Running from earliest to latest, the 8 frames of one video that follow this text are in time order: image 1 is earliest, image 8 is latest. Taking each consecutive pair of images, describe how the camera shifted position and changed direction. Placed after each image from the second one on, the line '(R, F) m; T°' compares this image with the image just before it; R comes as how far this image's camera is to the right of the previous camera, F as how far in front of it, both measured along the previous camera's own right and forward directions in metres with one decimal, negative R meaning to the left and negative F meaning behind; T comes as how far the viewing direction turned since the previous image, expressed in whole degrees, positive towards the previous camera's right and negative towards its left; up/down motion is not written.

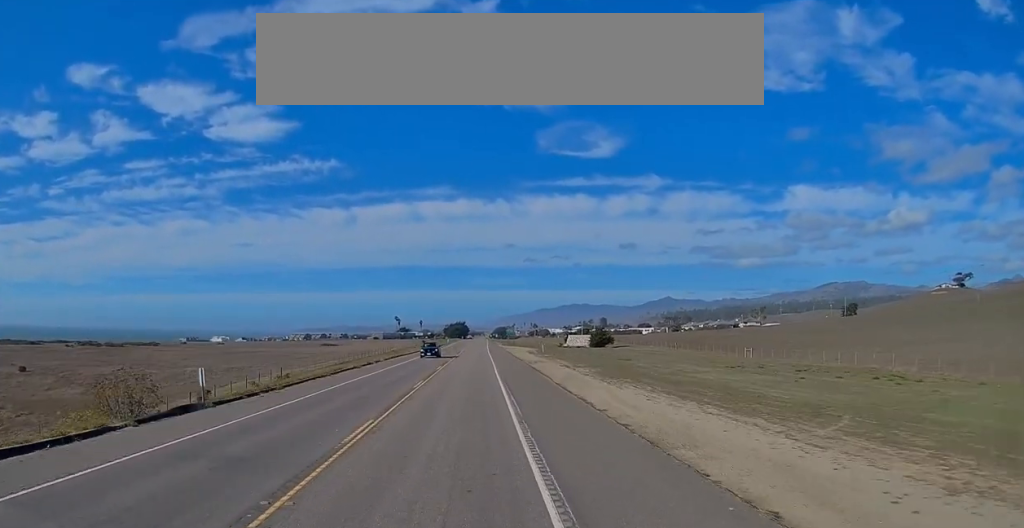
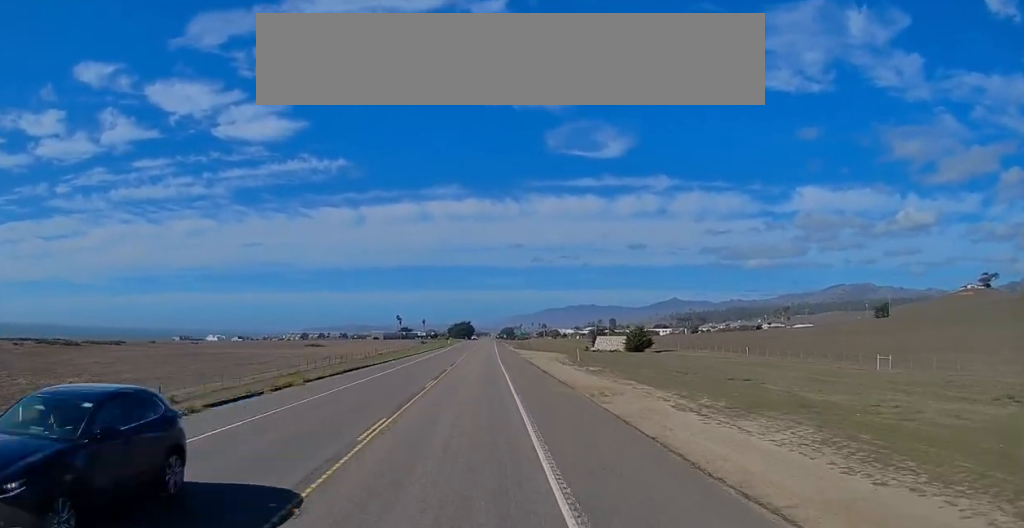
(+0.4, +31.0) m; 0°
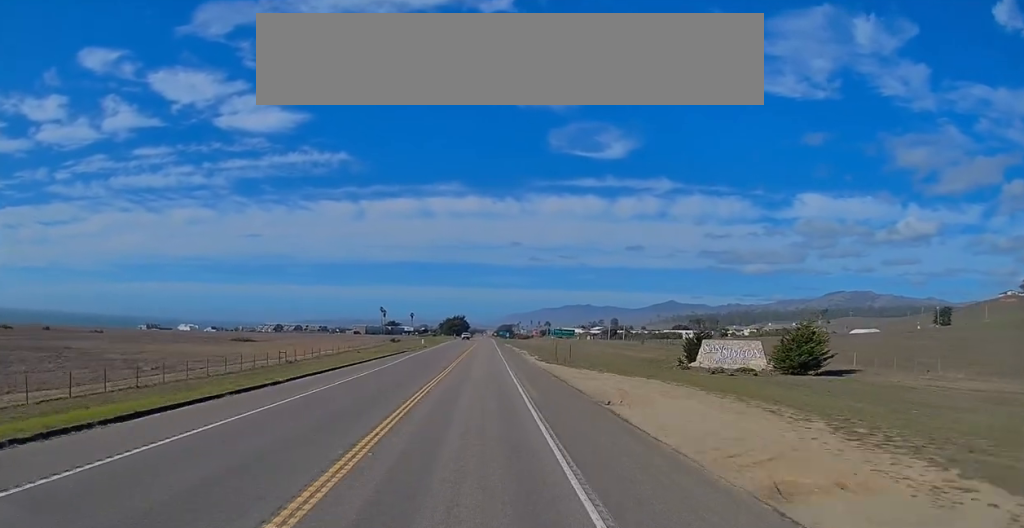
(-0.4, +56.7) m; 0°
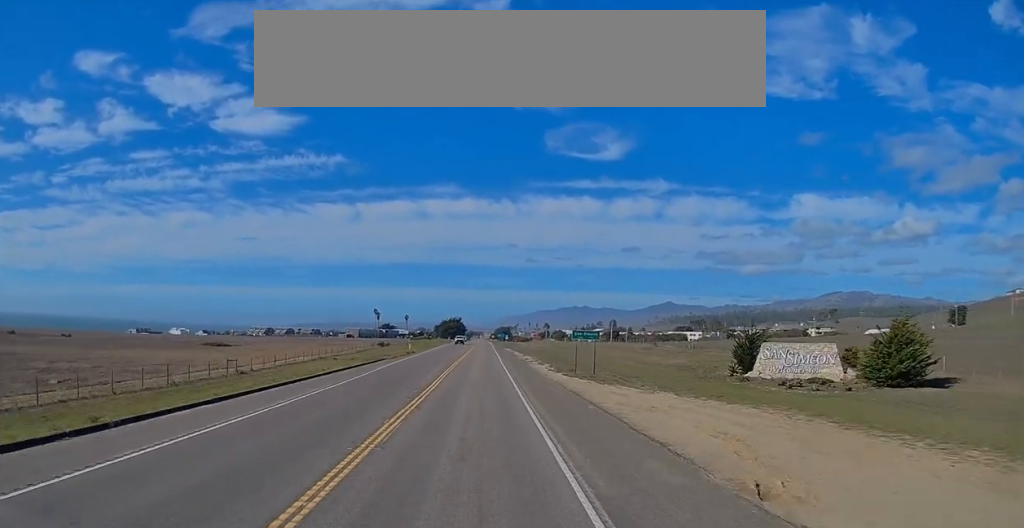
(0.0, +13.9) m; 0°
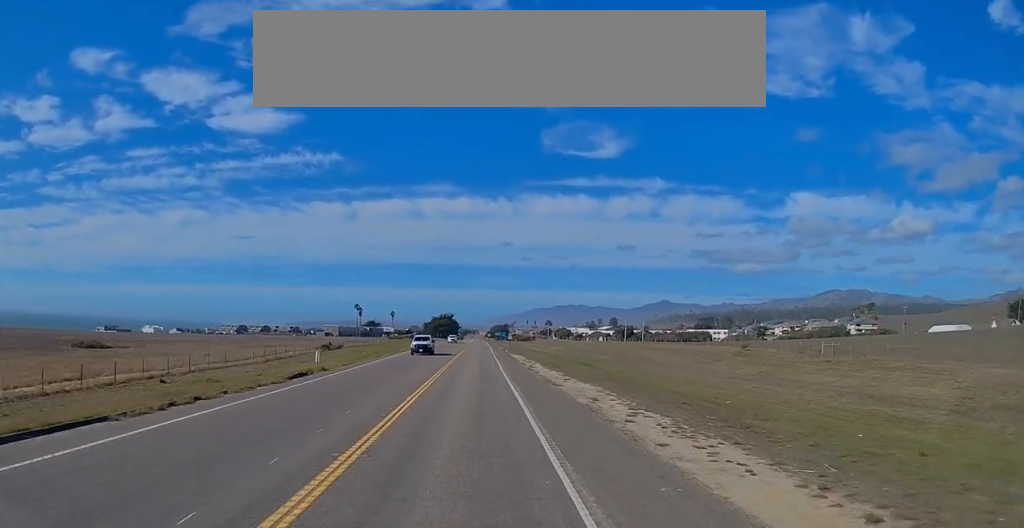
(+0.4, +46.8) m; +1°
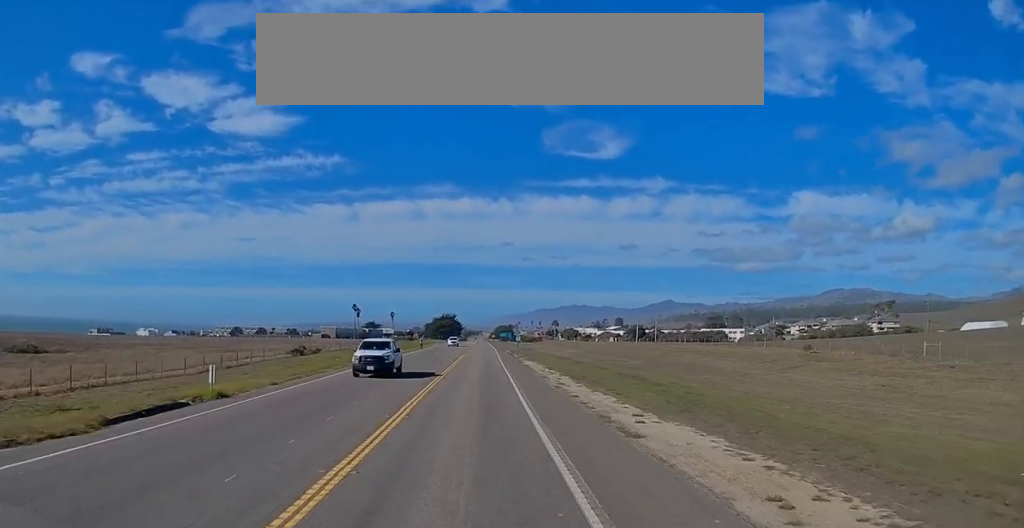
(0.0, +16.4) m; 0°
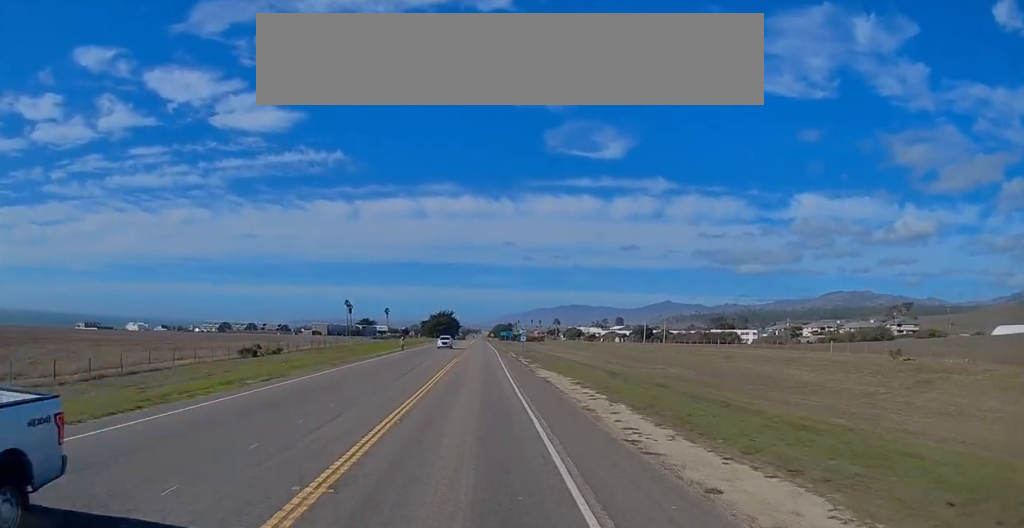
(+0.1, +16.2) m; -1°
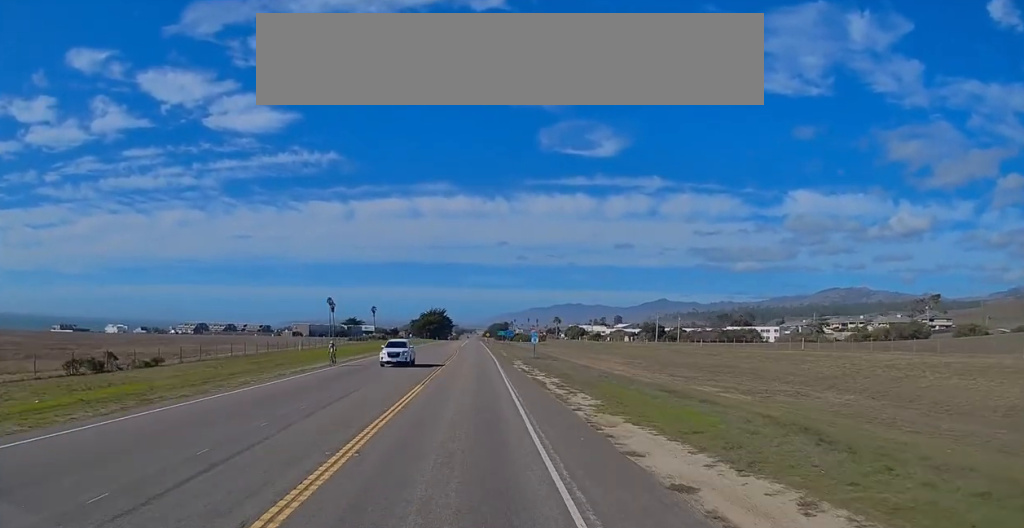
(-0.6, +25.8) m; 0°
